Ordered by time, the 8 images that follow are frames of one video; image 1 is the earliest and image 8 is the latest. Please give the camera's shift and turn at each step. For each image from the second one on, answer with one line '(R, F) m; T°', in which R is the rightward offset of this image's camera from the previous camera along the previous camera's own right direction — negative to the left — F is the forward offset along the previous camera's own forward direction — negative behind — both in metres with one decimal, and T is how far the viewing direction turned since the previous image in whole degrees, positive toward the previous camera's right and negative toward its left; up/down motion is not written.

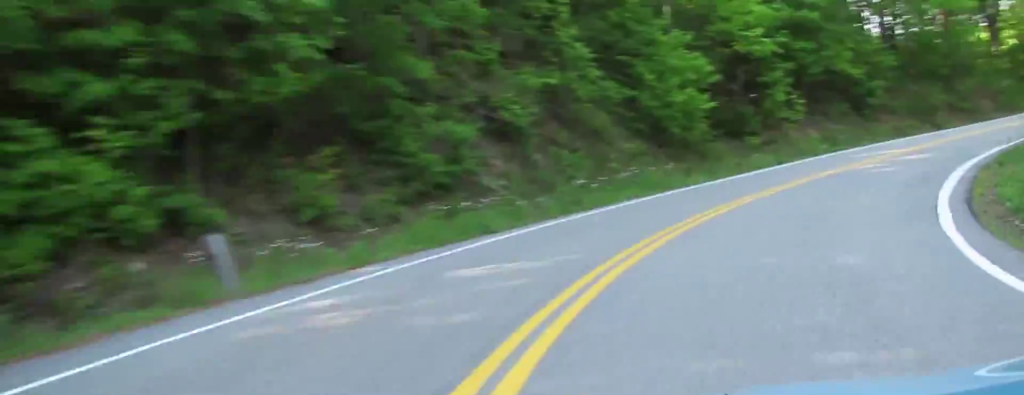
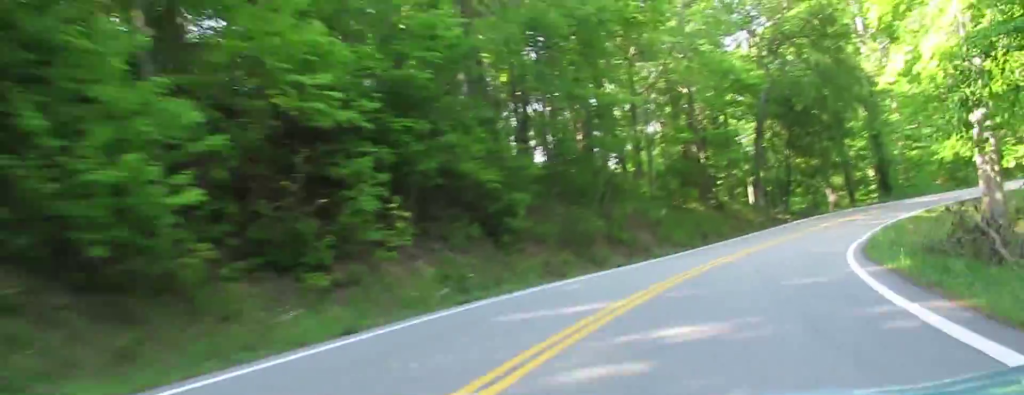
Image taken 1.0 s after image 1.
(-3.2, +22.1) m; -4°
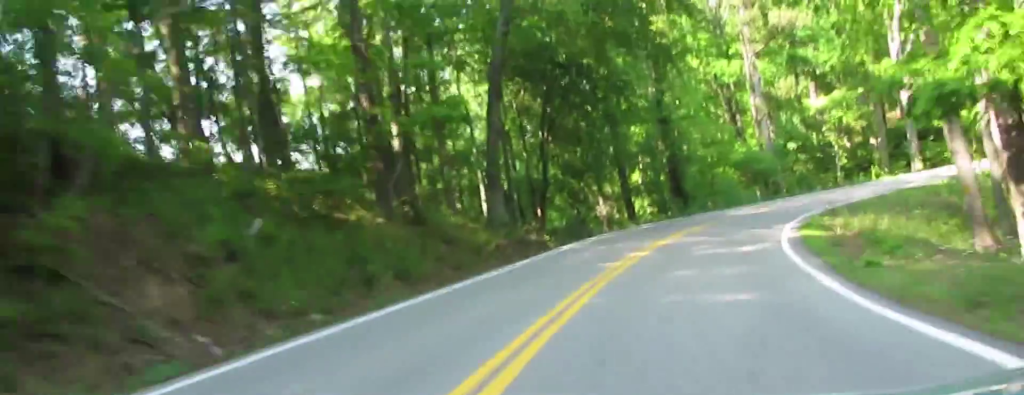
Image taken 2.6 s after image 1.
(+4.7, +31.1) m; +18°
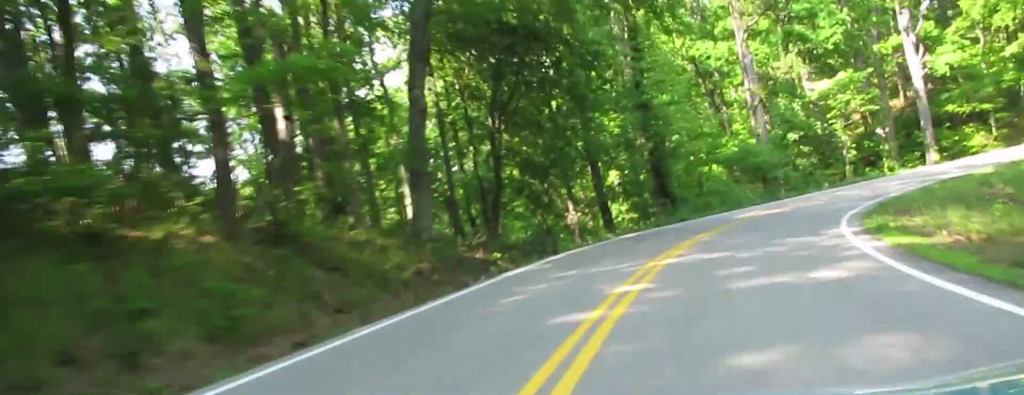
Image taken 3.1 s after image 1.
(+0.7, +10.4) m; +5°
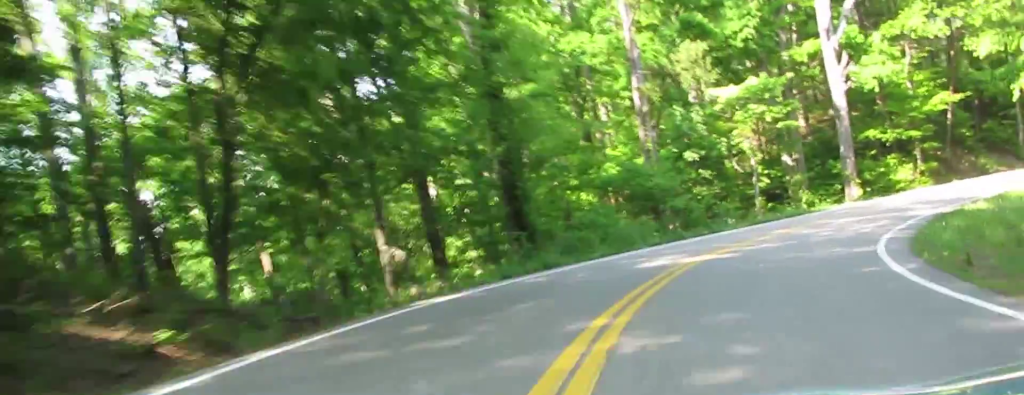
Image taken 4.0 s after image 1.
(+0.8, +16.4) m; +6°
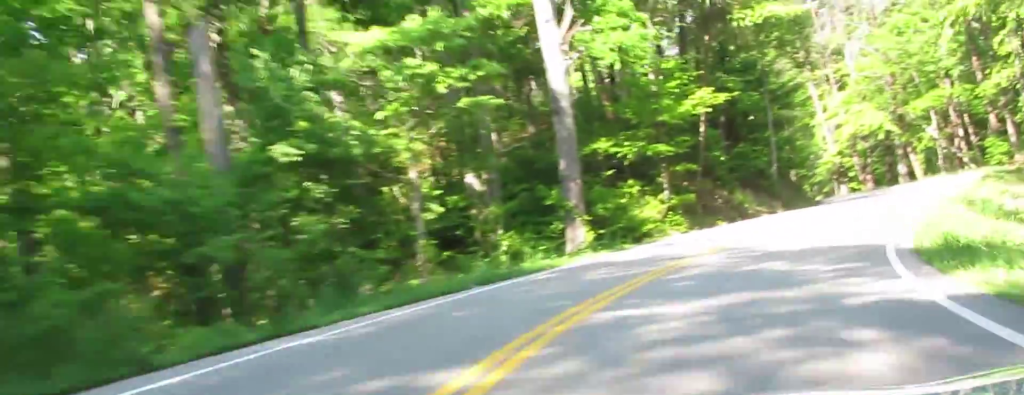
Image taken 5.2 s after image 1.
(+1.6, +22.9) m; +11°
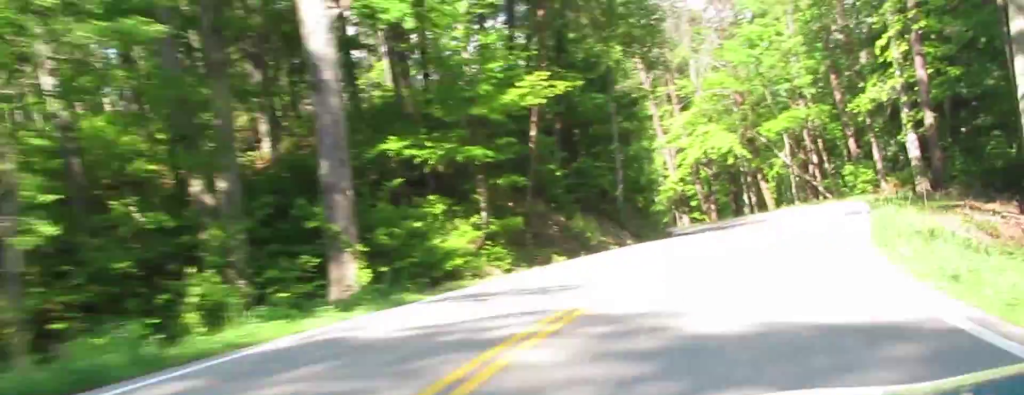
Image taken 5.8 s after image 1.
(+1.0, +10.4) m; +7°
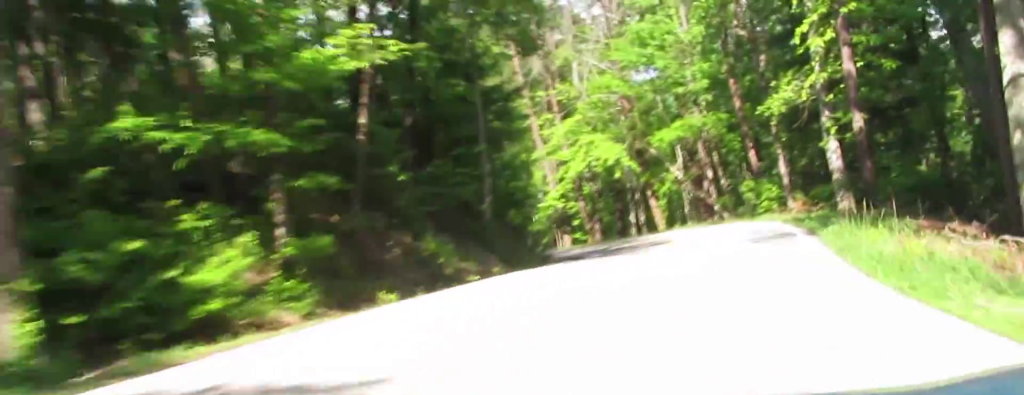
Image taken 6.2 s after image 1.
(-0.2, +8.6) m; +6°
